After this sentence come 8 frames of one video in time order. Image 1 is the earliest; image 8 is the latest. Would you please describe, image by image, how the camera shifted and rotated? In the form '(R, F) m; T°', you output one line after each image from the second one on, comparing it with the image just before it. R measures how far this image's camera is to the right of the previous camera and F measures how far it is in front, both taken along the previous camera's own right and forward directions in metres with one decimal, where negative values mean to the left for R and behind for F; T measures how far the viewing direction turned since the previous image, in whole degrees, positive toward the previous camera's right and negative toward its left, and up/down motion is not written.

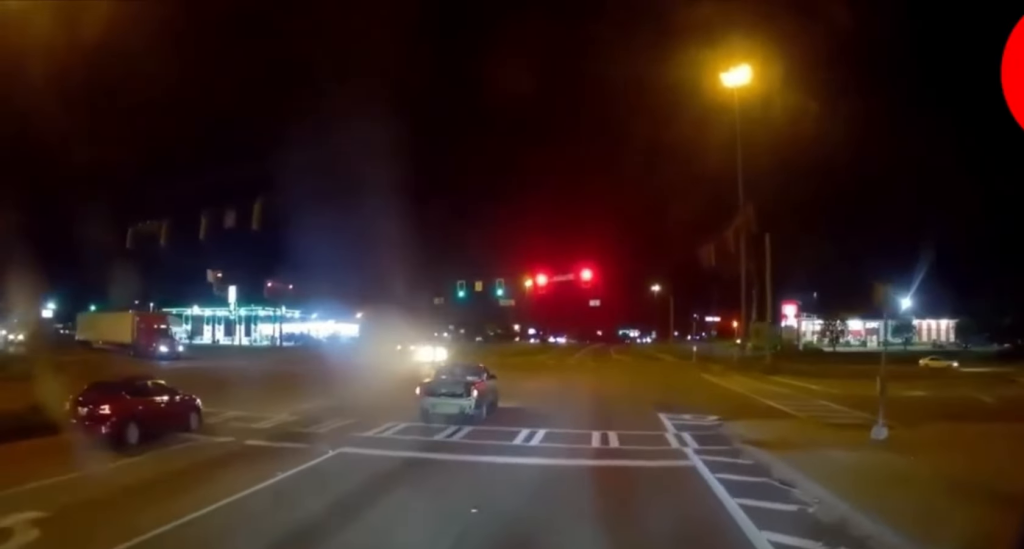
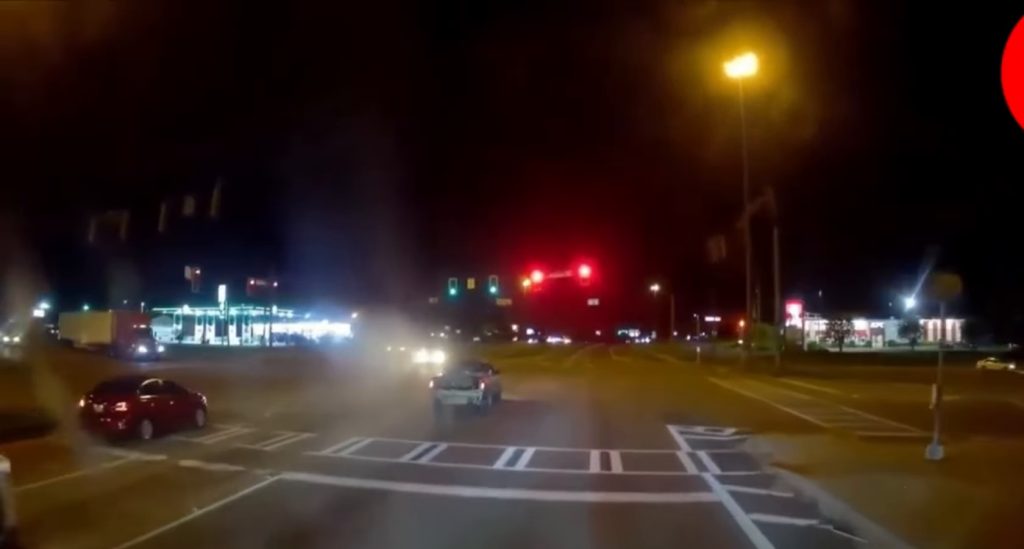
(+0.1, +3.8) m; +2°
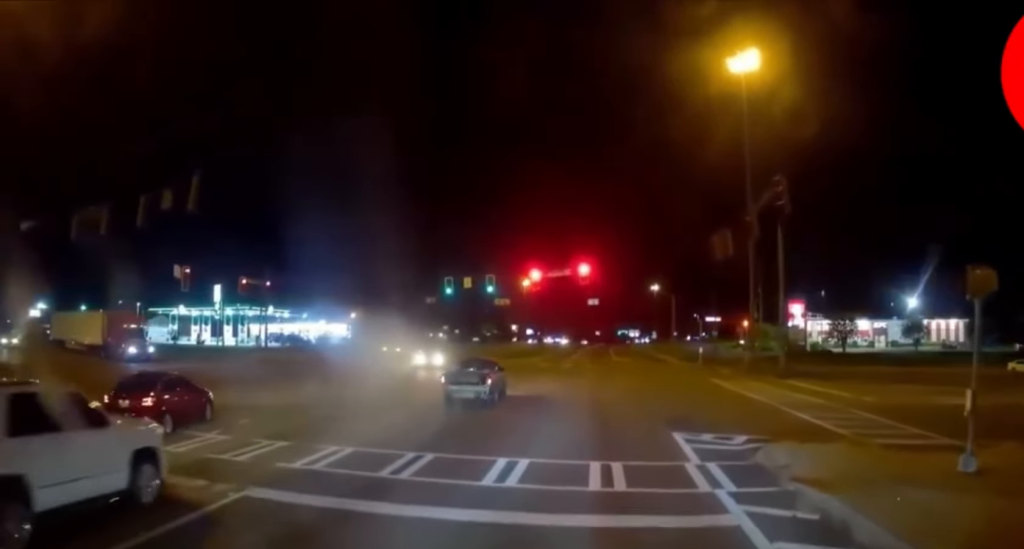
(0.0, +1.7) m; 0°
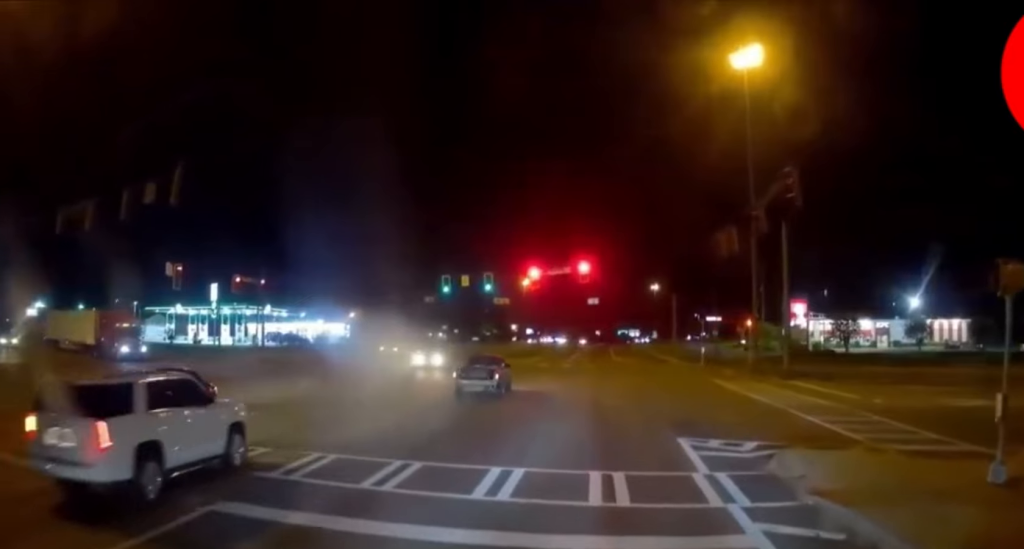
(0.0, +1.4) m; 0°
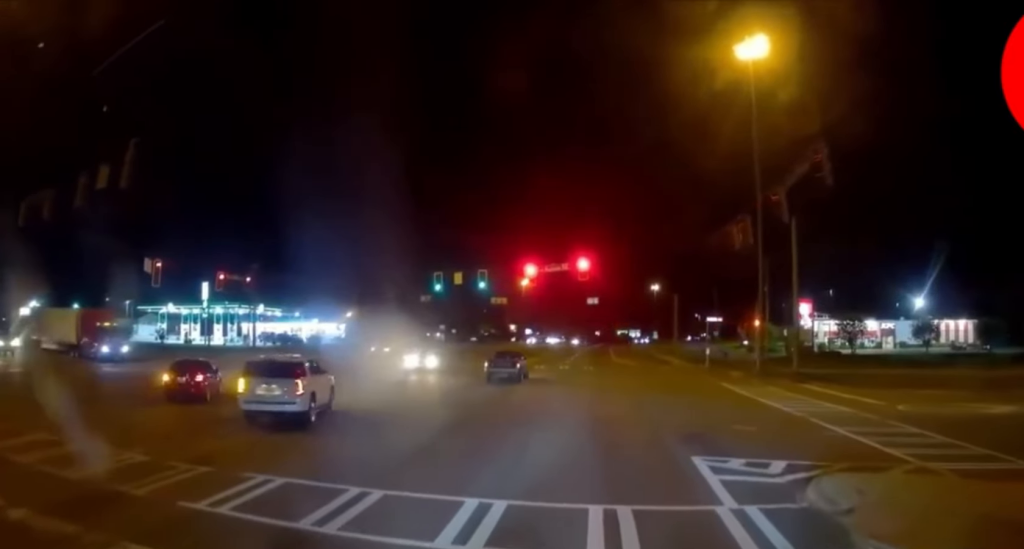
(0.0, +3.0) m; 0°
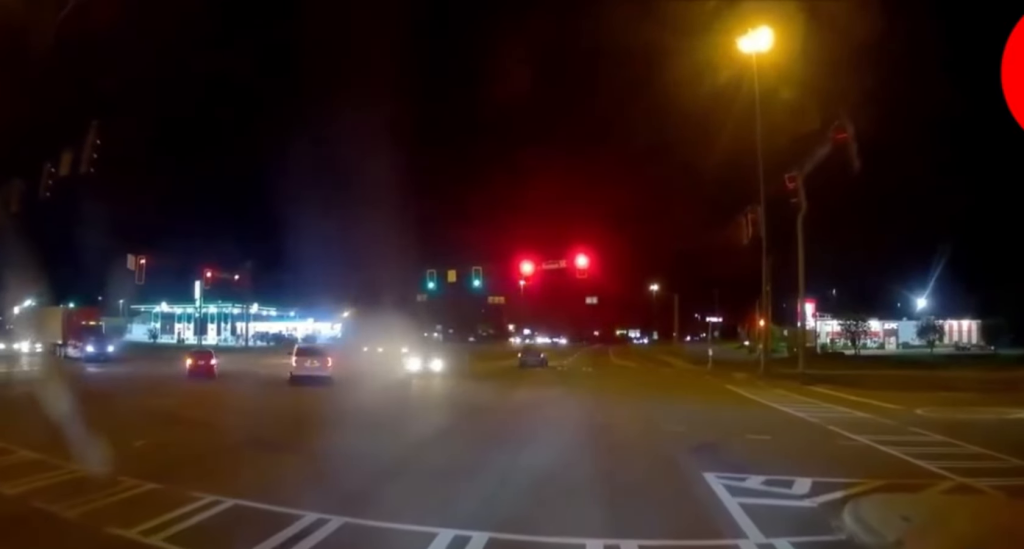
(0.0, +2.7) m; 0°
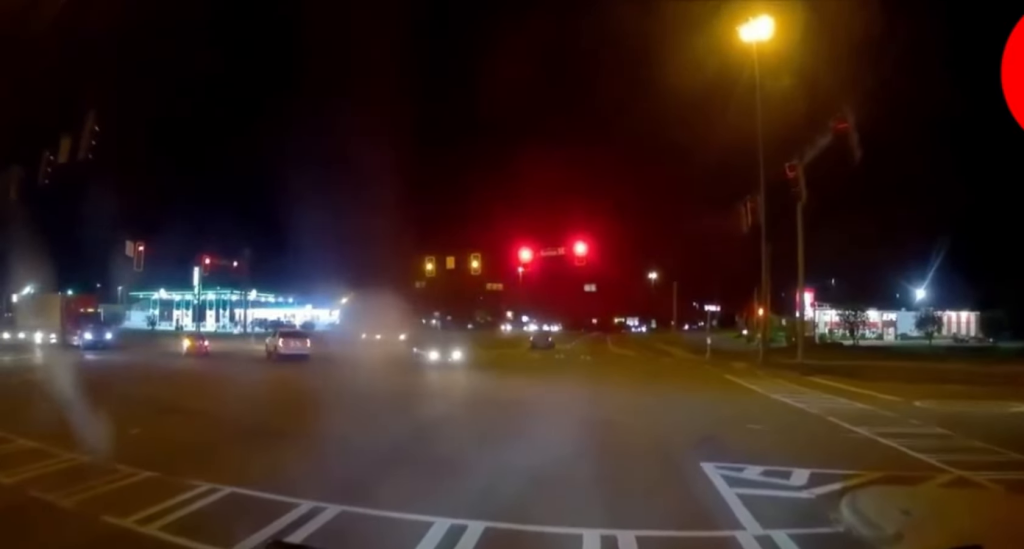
(0.0, +0.6) m; 0°
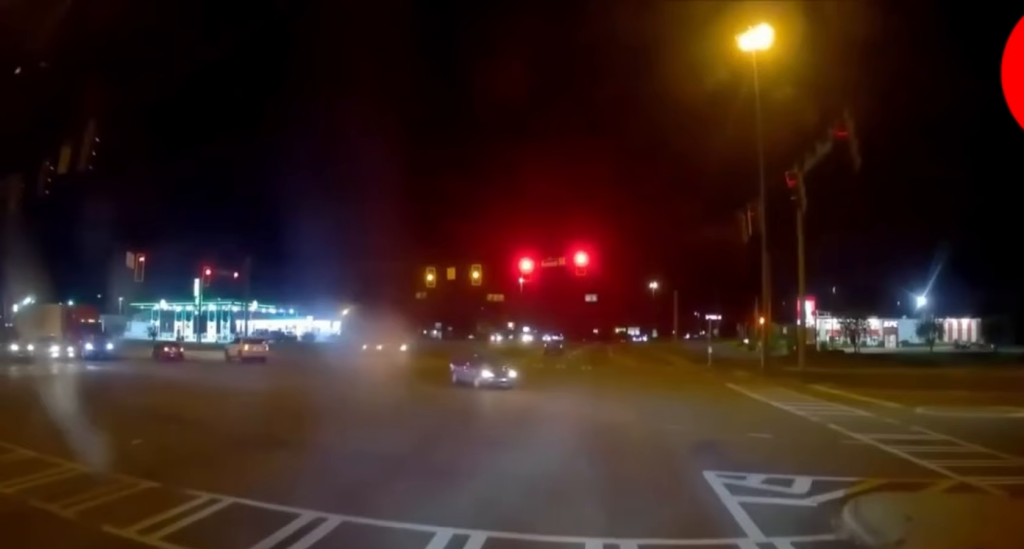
(0.0, +0.3) m; 0°
